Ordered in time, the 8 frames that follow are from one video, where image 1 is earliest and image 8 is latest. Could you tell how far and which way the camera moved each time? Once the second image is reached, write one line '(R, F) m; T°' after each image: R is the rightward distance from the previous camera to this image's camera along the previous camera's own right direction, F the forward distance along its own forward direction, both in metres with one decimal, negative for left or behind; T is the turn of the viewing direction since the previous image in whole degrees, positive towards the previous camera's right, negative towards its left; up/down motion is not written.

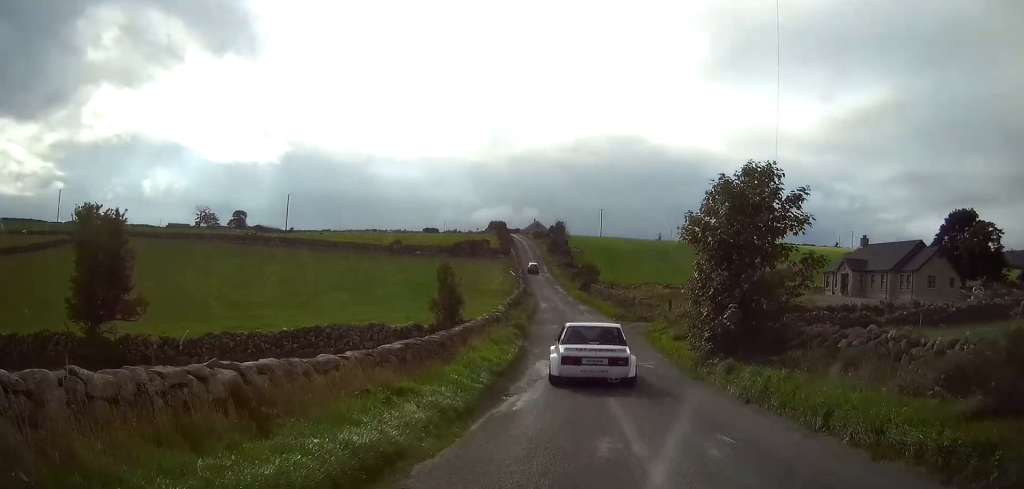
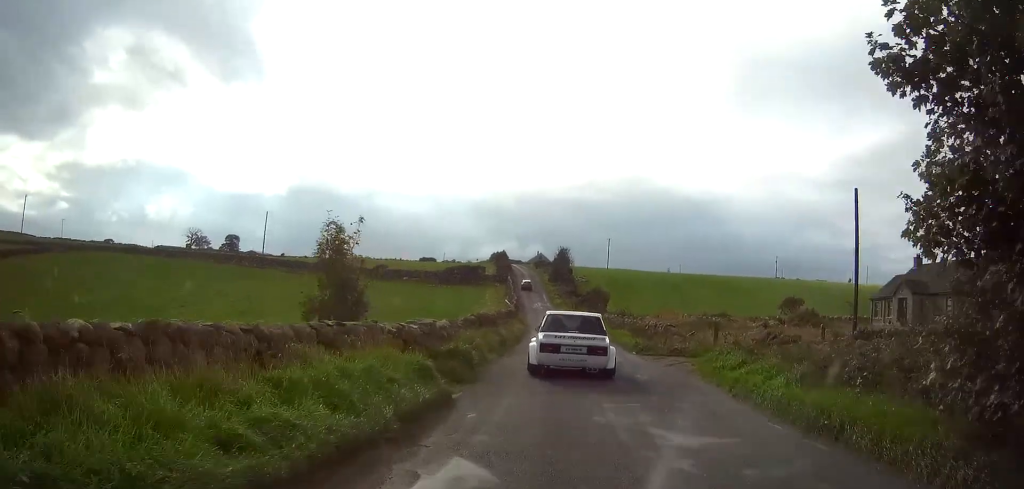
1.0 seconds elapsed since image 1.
(-0.1, +14.0) m; -1°
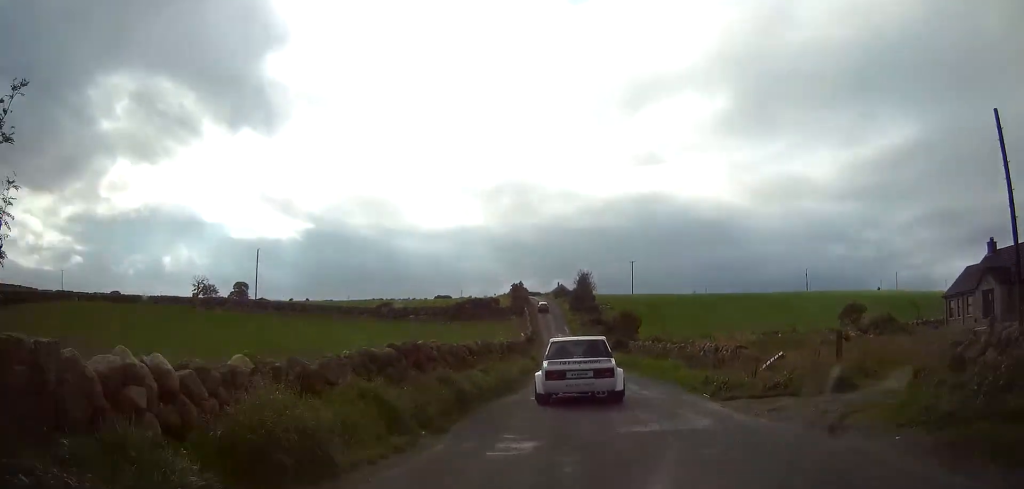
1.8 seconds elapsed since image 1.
(-0.2, +12.4) m; -1°
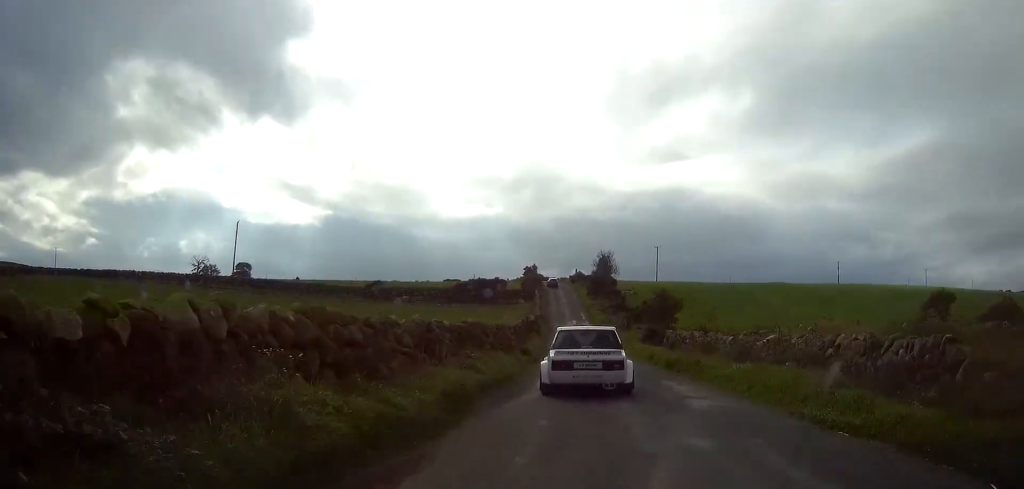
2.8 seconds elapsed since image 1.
(-0.1, +15.5) m; -1°
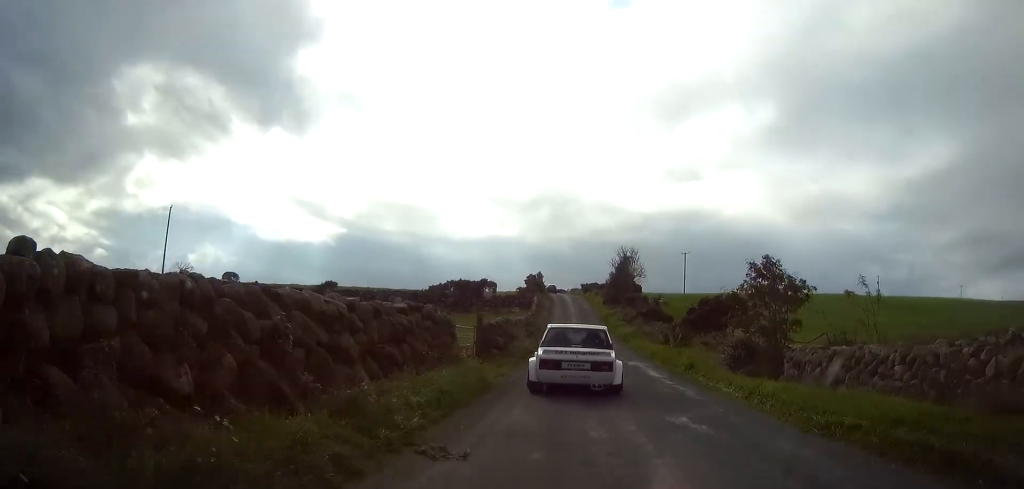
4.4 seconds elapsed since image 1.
(-0.4, +24.8) m; -1°
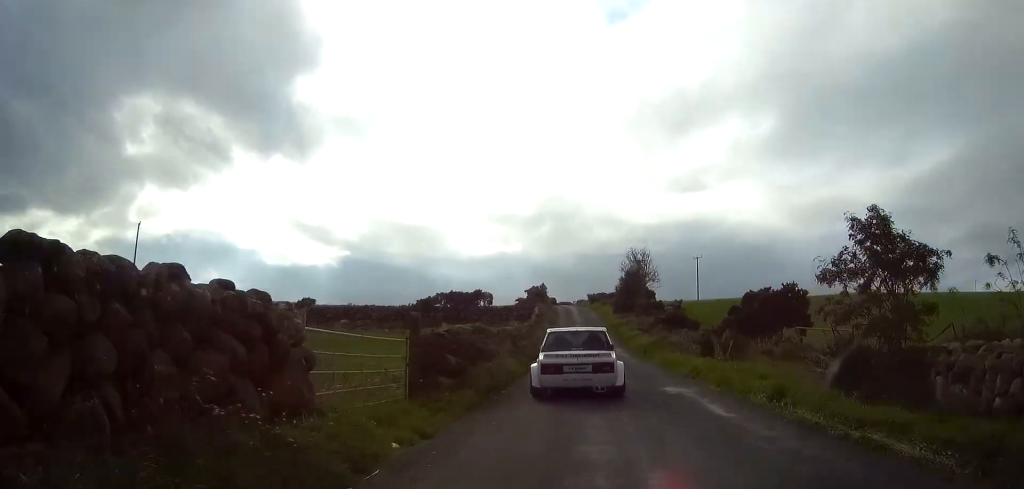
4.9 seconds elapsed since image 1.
(0.0, +8.5) m; 0°
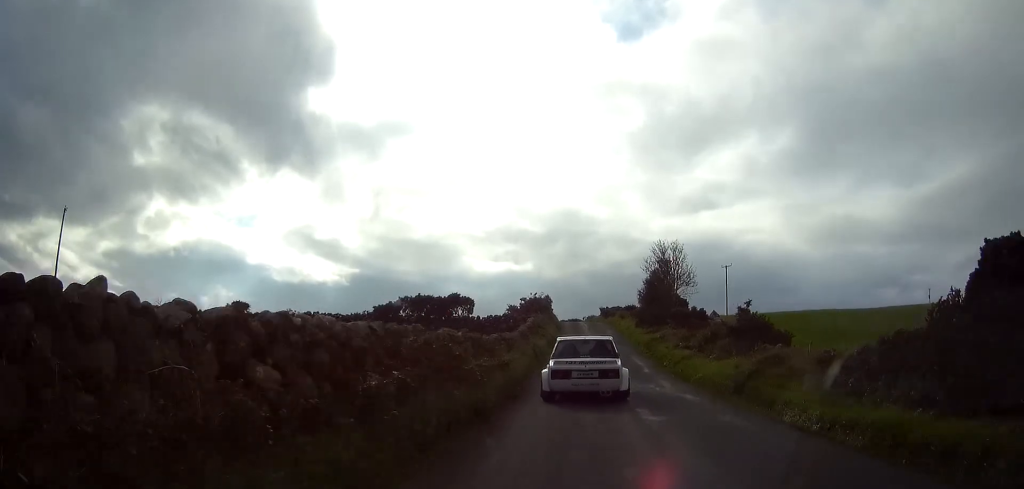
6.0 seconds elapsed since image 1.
(0.0, +17.2) m; -1°
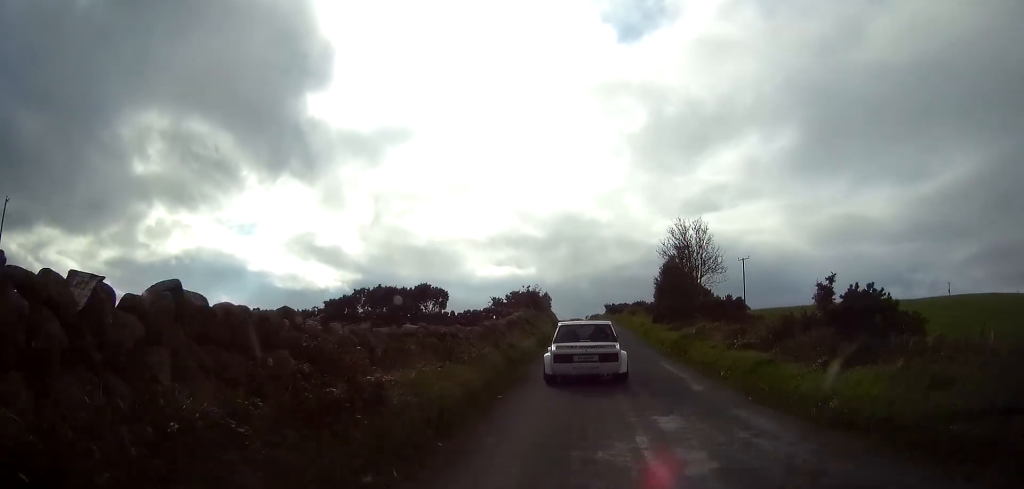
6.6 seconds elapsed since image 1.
(0.0, +10.3) m; -1°
